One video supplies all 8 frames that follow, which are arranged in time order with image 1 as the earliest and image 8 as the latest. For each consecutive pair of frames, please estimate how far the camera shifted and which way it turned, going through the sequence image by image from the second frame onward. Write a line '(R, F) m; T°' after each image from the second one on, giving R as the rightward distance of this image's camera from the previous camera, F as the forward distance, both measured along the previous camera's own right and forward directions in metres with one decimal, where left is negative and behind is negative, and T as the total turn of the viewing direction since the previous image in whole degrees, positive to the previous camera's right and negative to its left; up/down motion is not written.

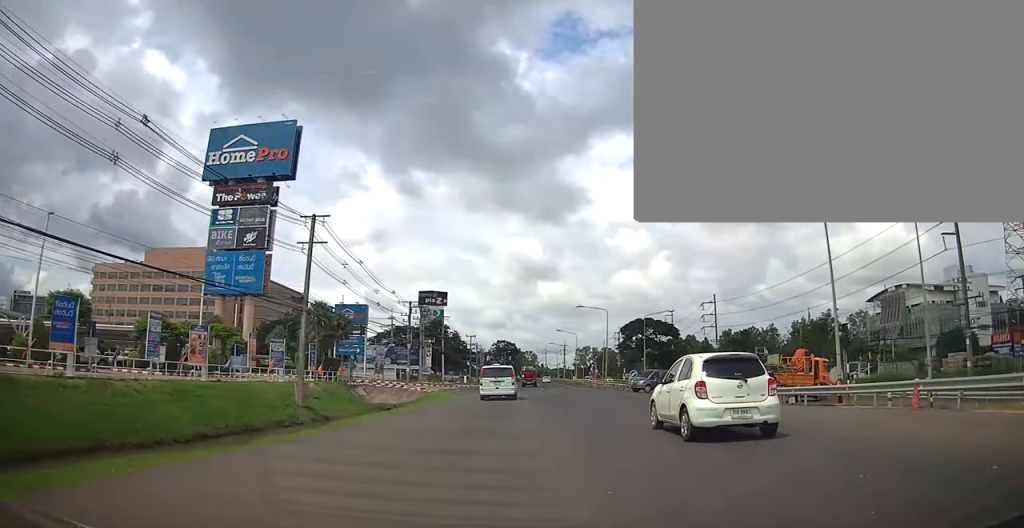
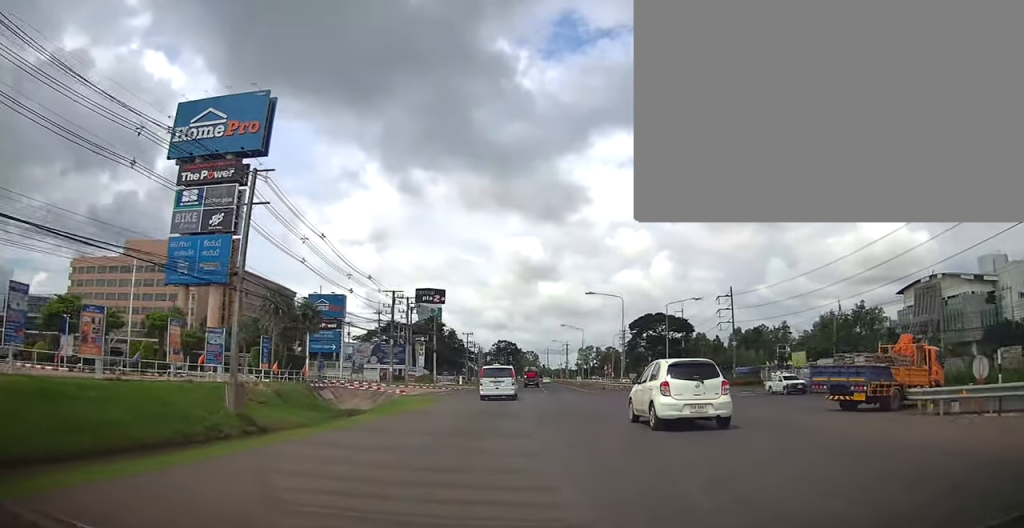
(0.0, +9.9) m; 0°
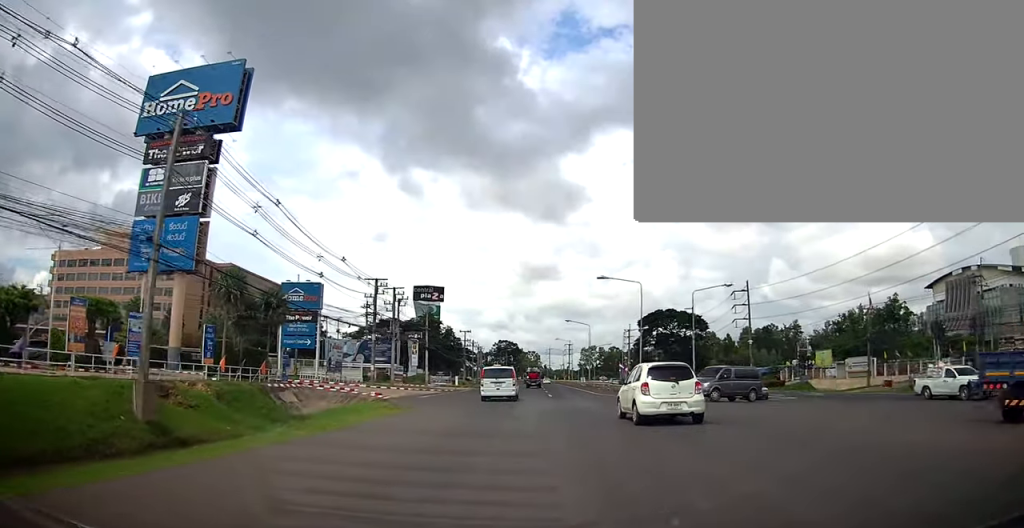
(0.0, +8.2) m; +1°
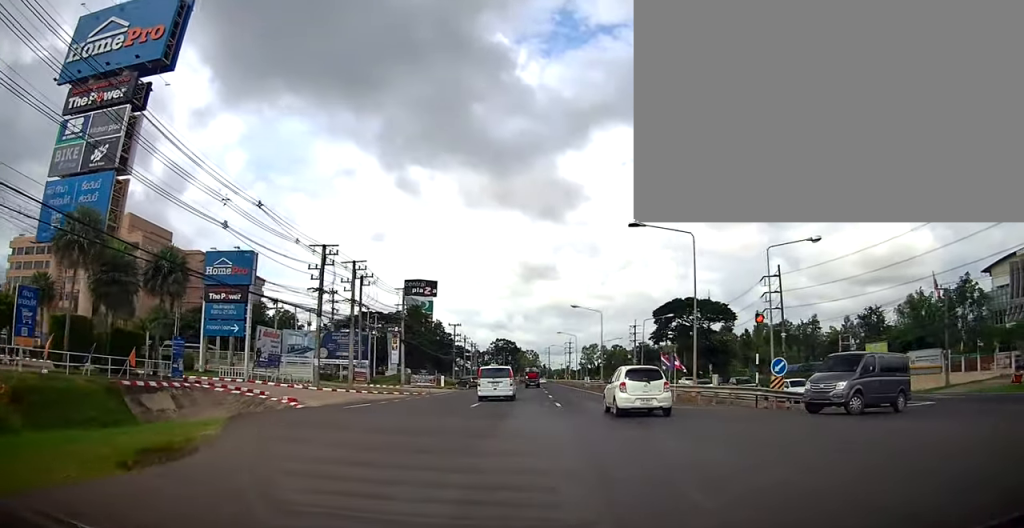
(+0.2, +15.2) m; +1°
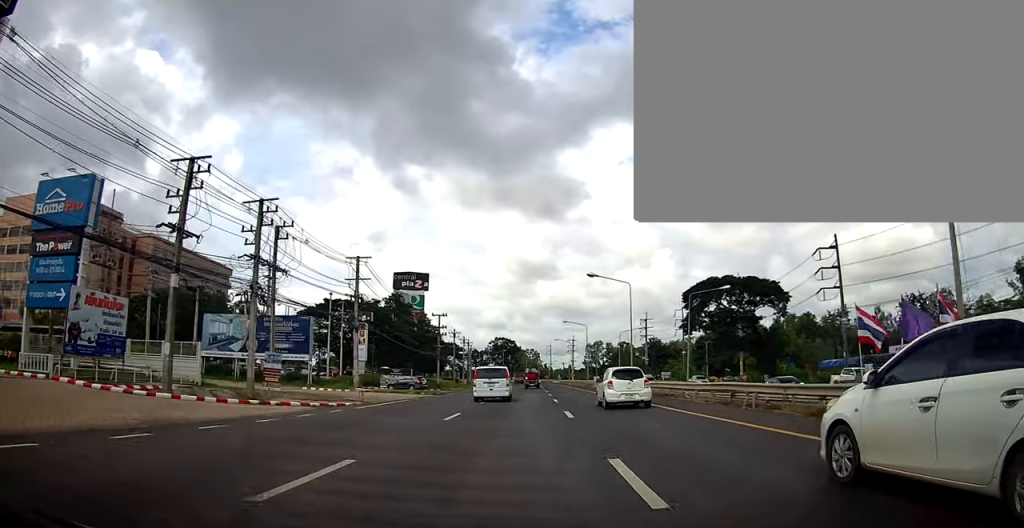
(-0.1, +19.3) m; -2°
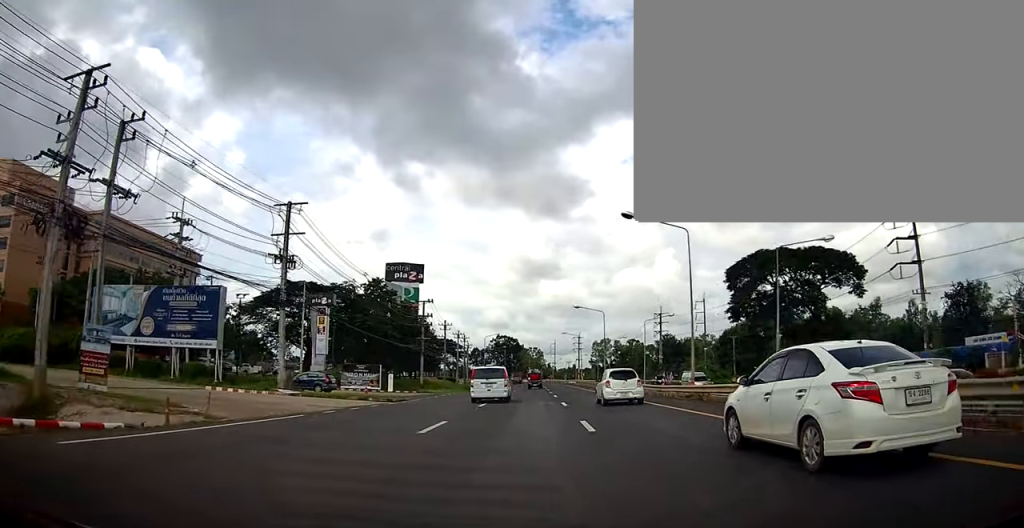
(-0.5, +16.6) m; 0°
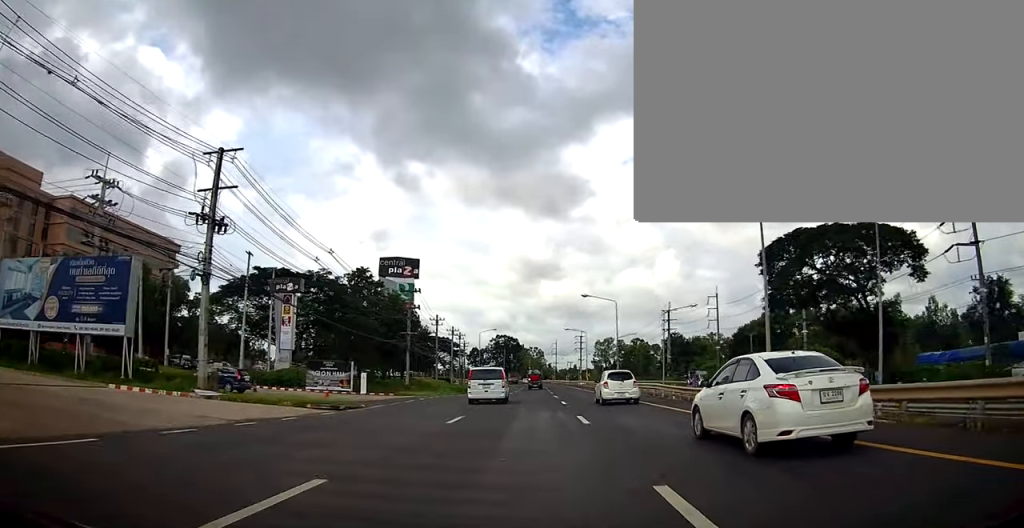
(-0.2, +9.3) m; +1°
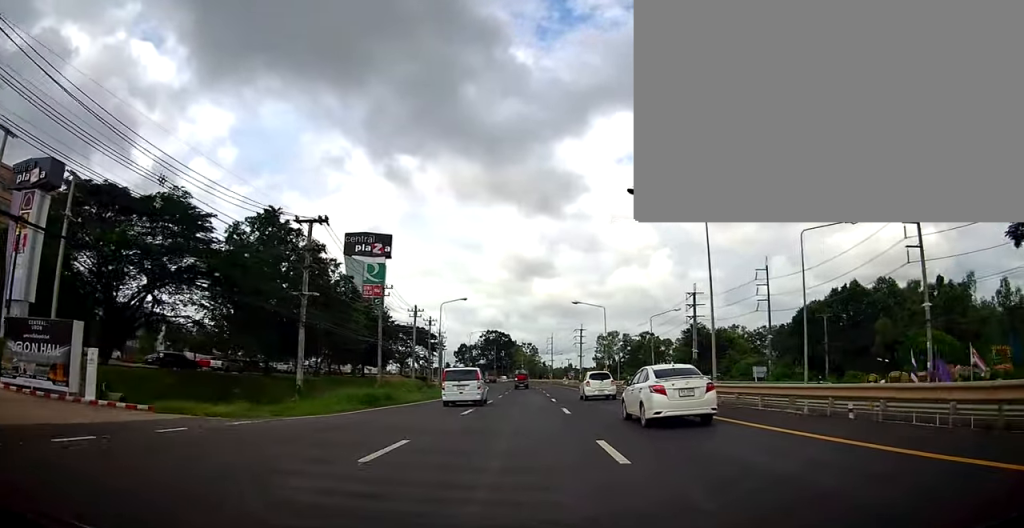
(+0.4, +30.9) m; +1°
